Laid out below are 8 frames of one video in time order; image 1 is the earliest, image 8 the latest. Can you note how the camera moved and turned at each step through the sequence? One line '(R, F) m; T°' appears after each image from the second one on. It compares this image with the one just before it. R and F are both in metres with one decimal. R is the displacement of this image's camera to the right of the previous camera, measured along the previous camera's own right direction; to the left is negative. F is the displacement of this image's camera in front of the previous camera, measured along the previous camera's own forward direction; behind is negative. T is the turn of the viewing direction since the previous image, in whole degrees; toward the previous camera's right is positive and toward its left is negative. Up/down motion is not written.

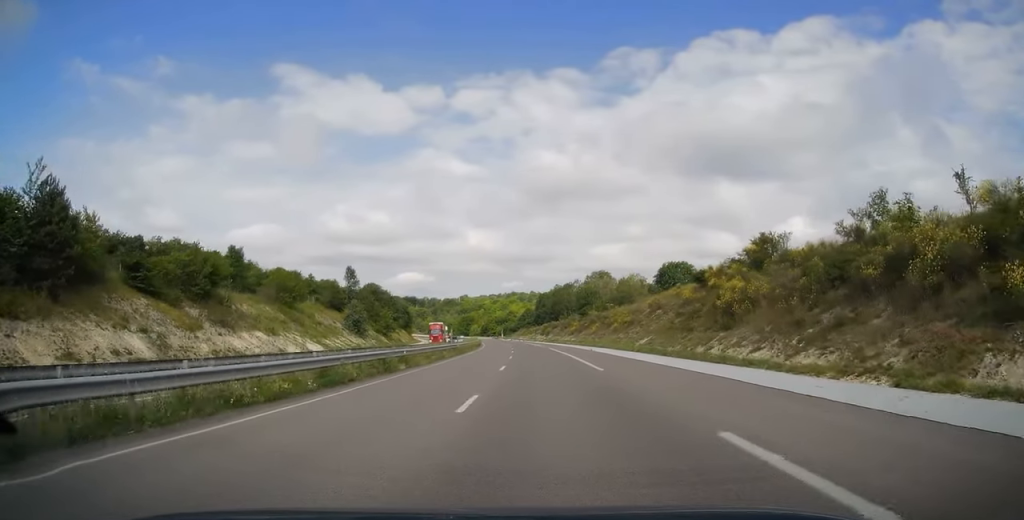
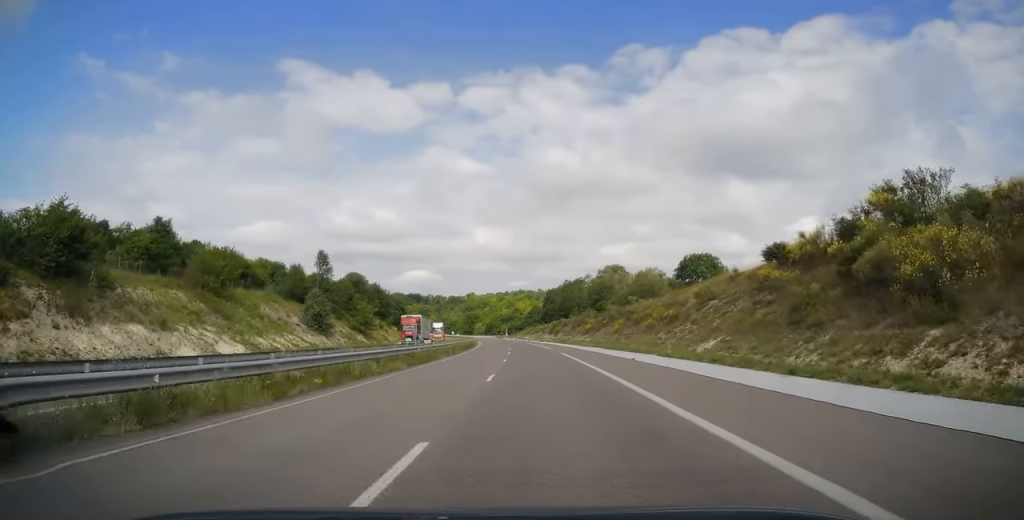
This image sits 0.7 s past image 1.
(-0.1, +19.3) m; -1°
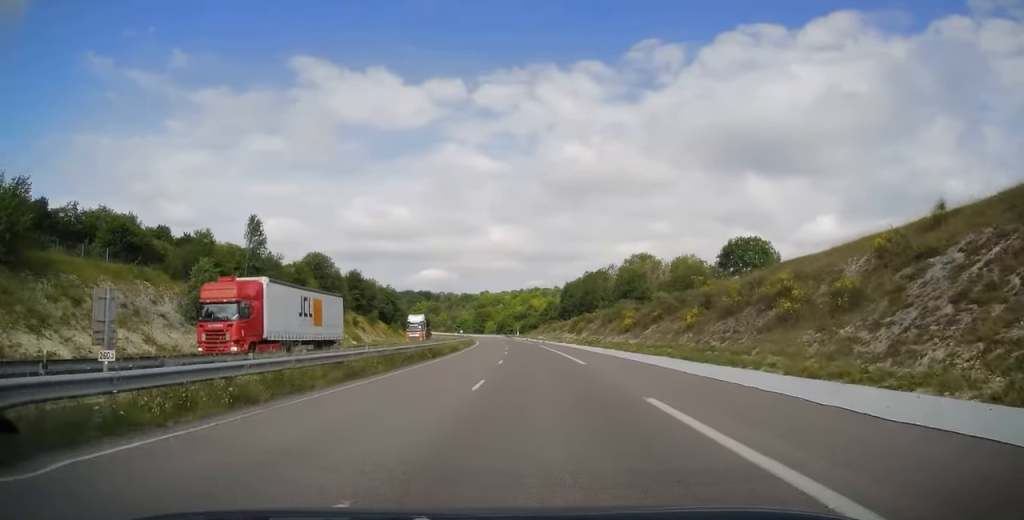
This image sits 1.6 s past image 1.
(-0.4, +29.2) m; -1°
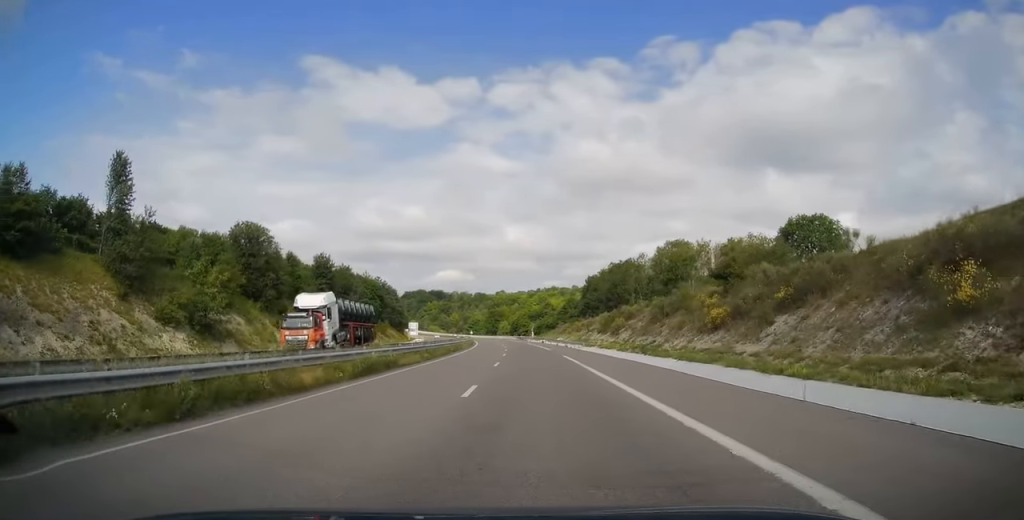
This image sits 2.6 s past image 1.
(0.0, +28.1) m; -2°
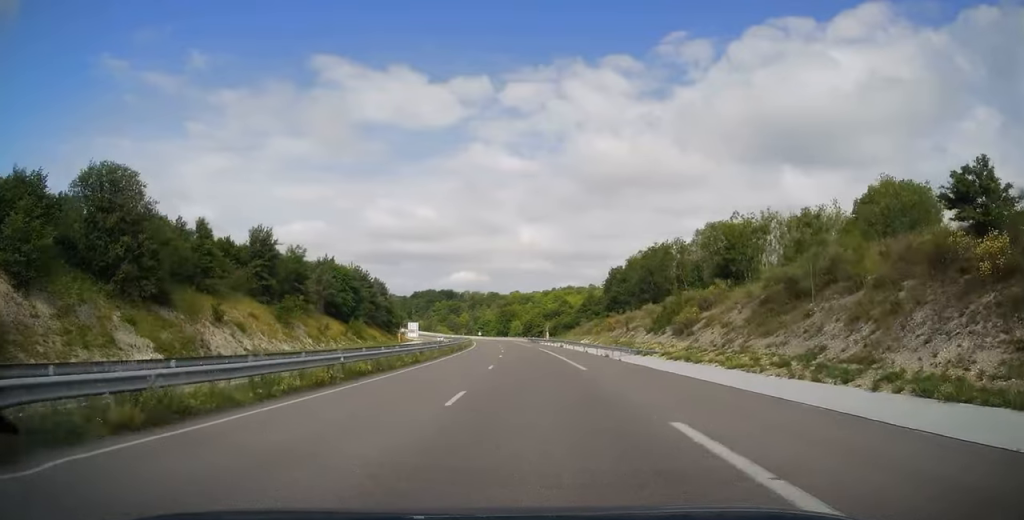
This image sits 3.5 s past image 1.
(-0.8, +27.5) m; -3°
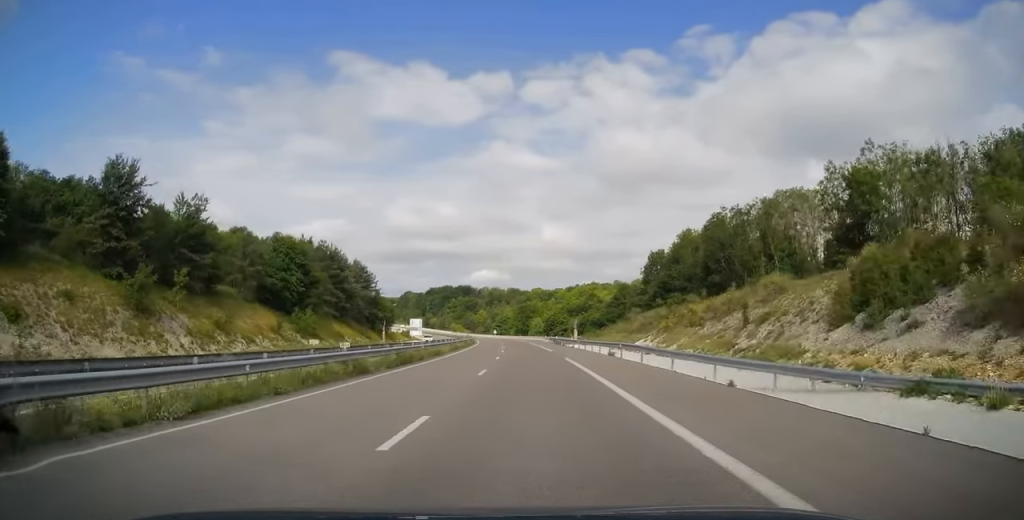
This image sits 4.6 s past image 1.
(-0.5, +31.0) m; -1°
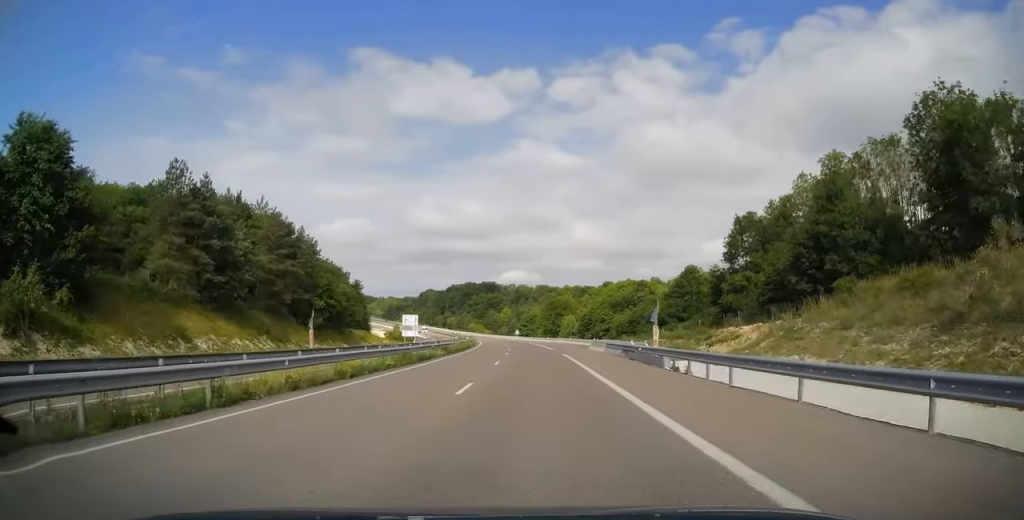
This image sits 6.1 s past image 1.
(-1.0, +45.8) m; -3°
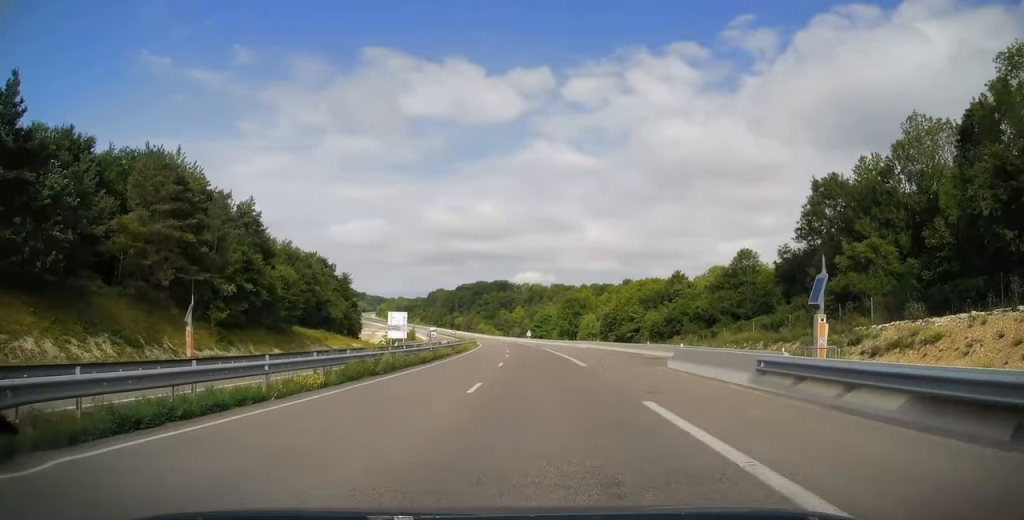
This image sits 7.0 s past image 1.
(-0.5, +25.6) m; -2°
